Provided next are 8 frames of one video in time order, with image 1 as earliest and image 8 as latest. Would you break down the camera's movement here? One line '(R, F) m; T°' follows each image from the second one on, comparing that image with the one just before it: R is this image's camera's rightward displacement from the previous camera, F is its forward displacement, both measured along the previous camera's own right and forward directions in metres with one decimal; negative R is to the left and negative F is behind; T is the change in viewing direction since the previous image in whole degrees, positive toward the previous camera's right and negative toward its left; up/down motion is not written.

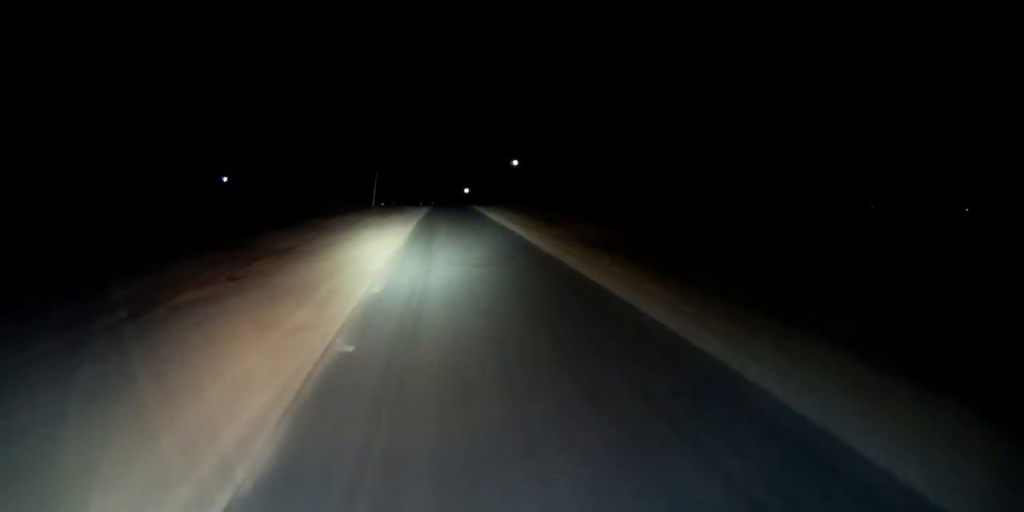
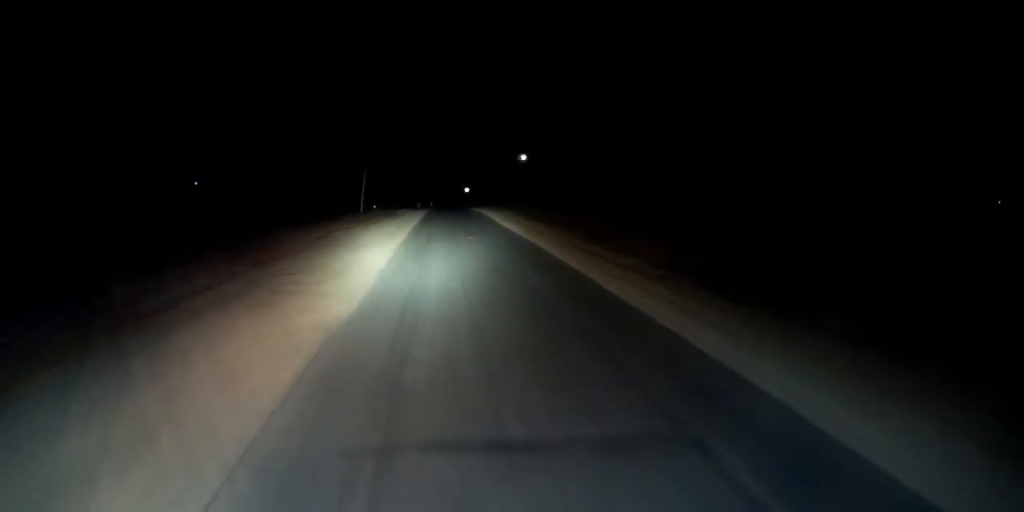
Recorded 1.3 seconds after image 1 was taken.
(0.0, +19.7) m; 0°
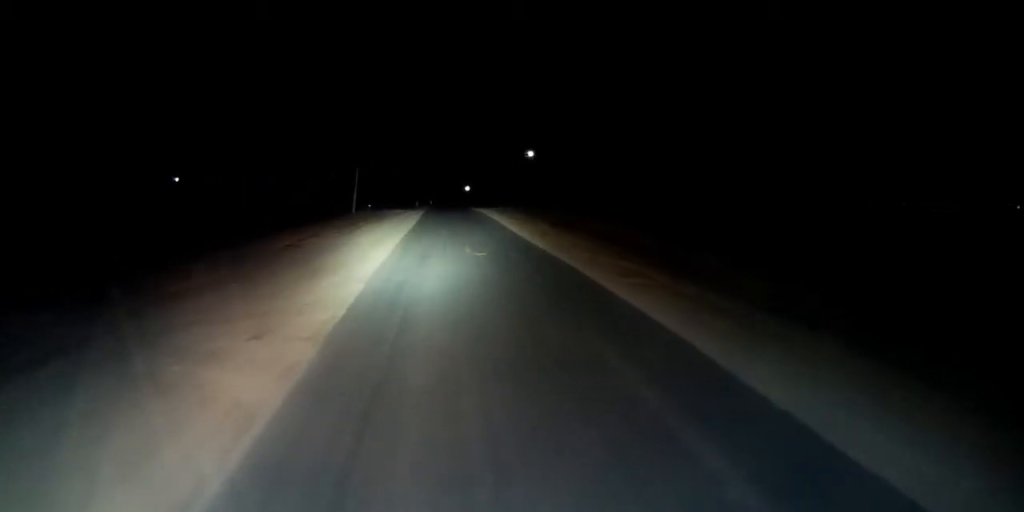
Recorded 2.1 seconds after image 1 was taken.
(0.0, +10.9) m; 0°
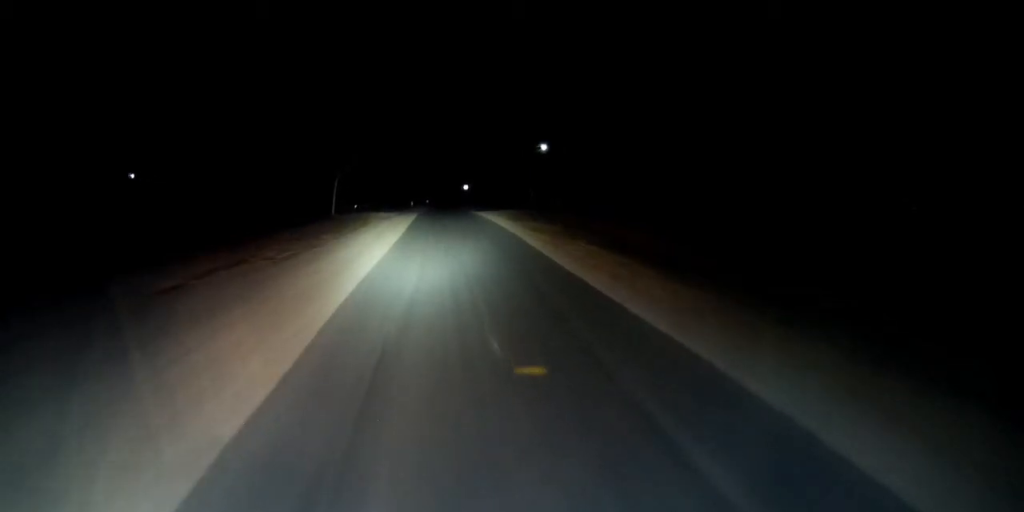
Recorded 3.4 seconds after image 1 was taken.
(0.0, +20.1) m; -1°
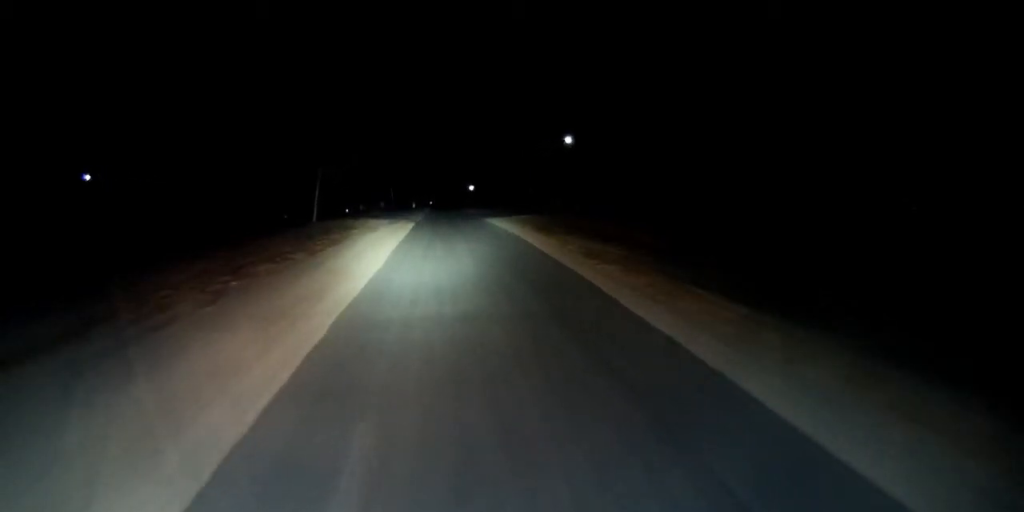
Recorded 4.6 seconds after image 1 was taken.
(-0.2, +18.2) m; -1°
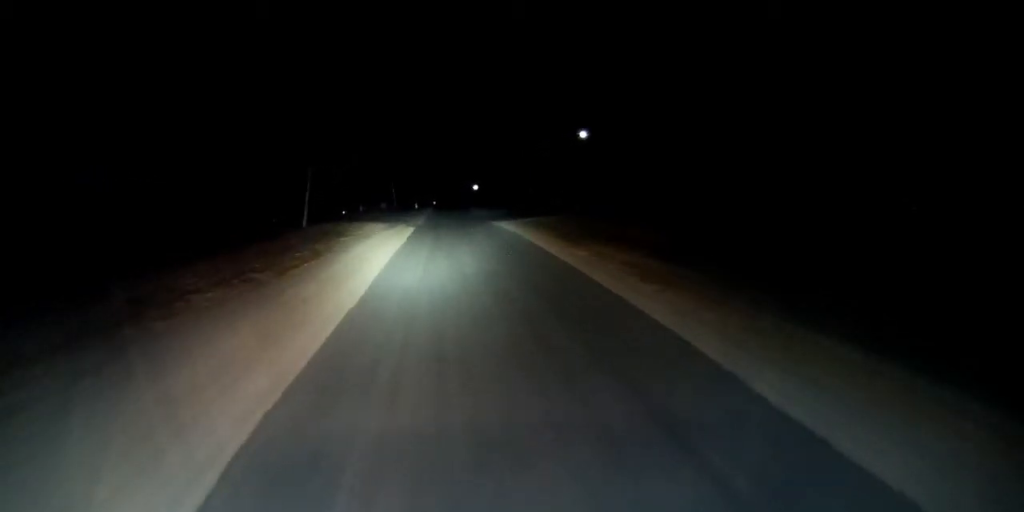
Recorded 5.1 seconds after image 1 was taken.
(0.0, +8.0) m; 0°
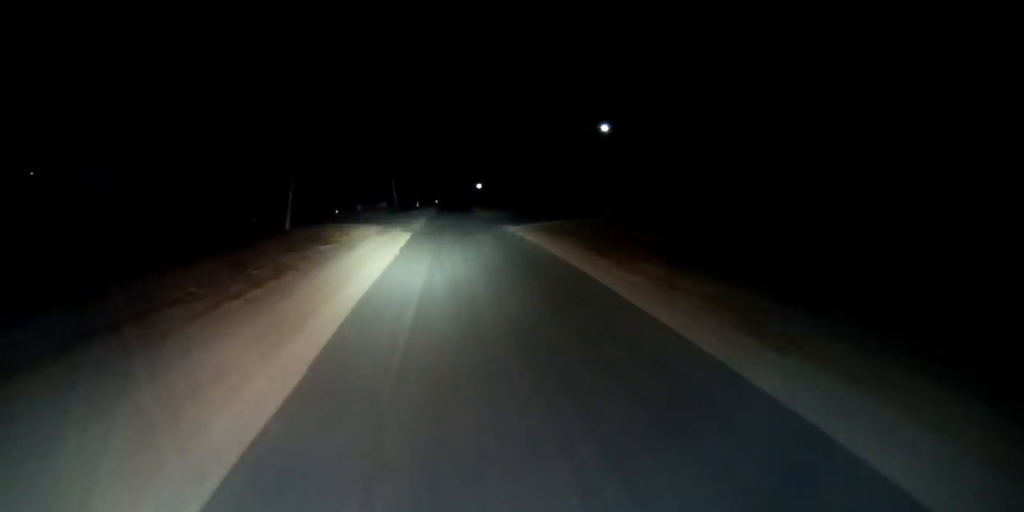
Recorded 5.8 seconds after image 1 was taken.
(+0.1, +9.5) m; +1°
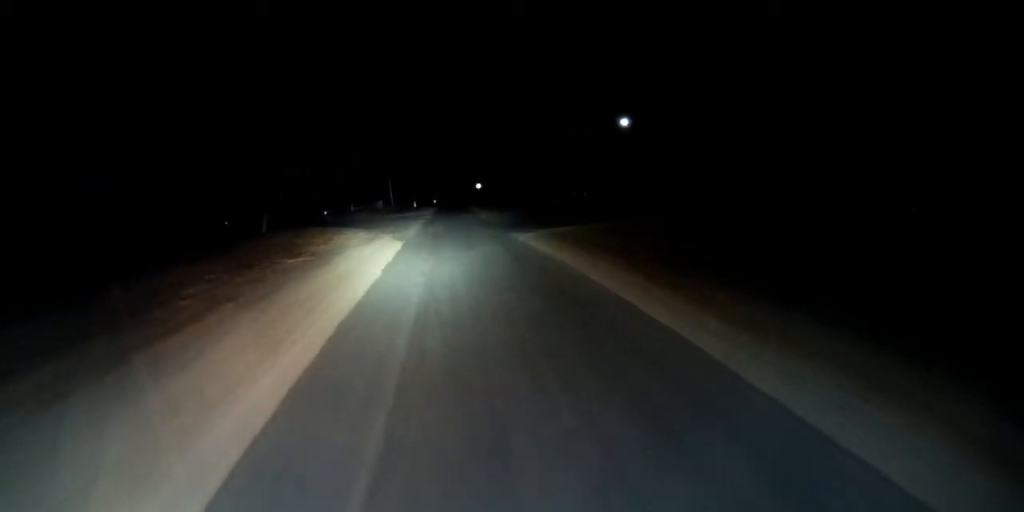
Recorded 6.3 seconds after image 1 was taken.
(+0.1, +8.4) m; 0°
